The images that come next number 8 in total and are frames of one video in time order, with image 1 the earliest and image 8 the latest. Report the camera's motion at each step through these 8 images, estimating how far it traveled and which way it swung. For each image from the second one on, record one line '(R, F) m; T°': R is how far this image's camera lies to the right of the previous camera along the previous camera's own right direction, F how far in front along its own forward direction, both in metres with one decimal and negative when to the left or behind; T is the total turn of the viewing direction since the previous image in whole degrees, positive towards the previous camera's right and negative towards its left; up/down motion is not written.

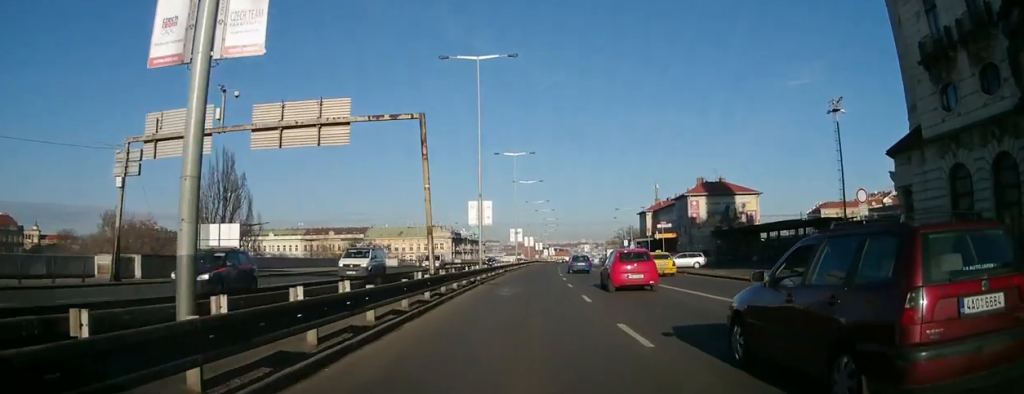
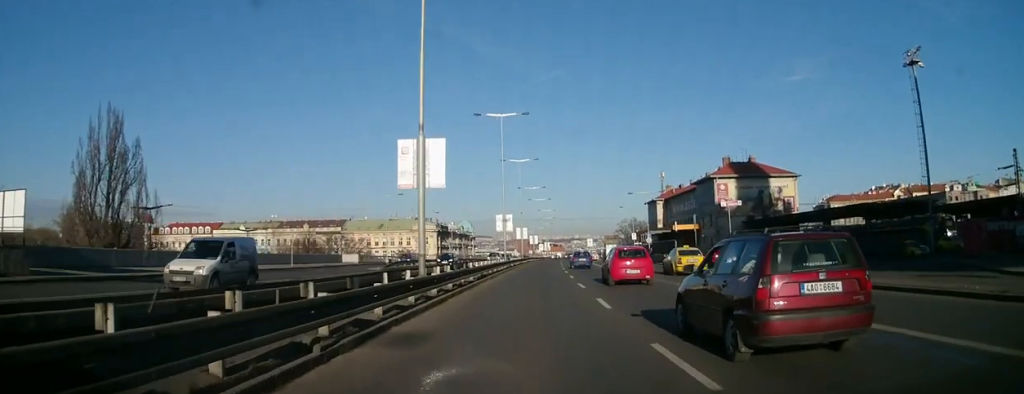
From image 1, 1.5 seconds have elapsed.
(+0.3, +22.4) m; +1°
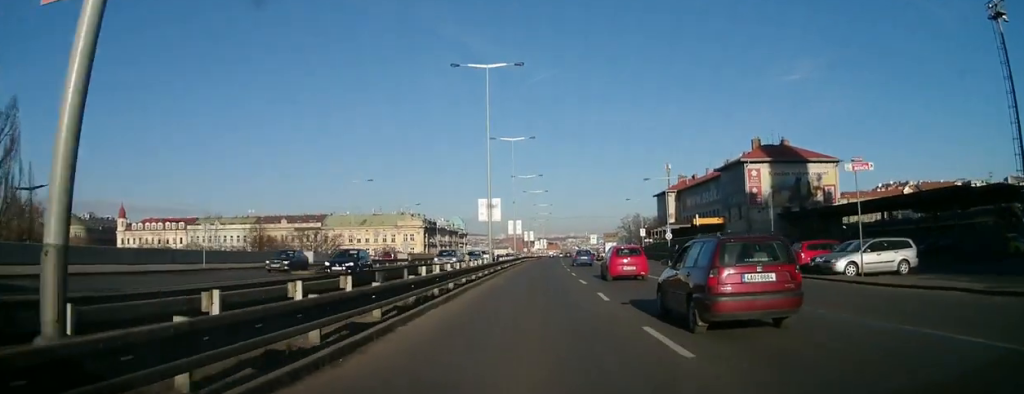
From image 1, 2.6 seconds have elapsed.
(-0.1, +16.9) m; -1°
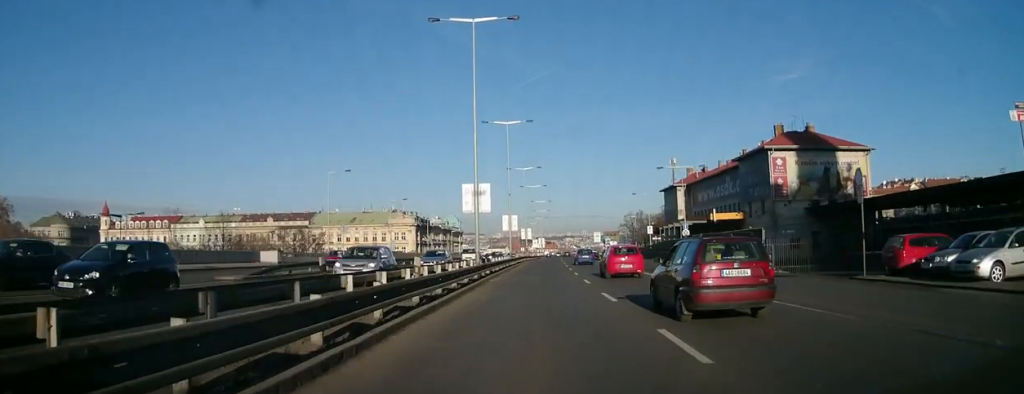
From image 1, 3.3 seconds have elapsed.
(-0.2, +10.2) m; +1°
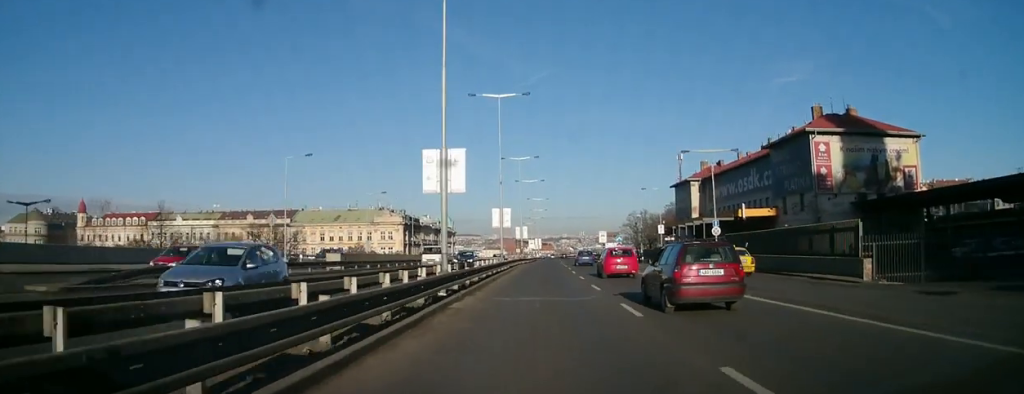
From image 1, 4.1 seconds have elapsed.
(+0.3, +12.6) m; +2°
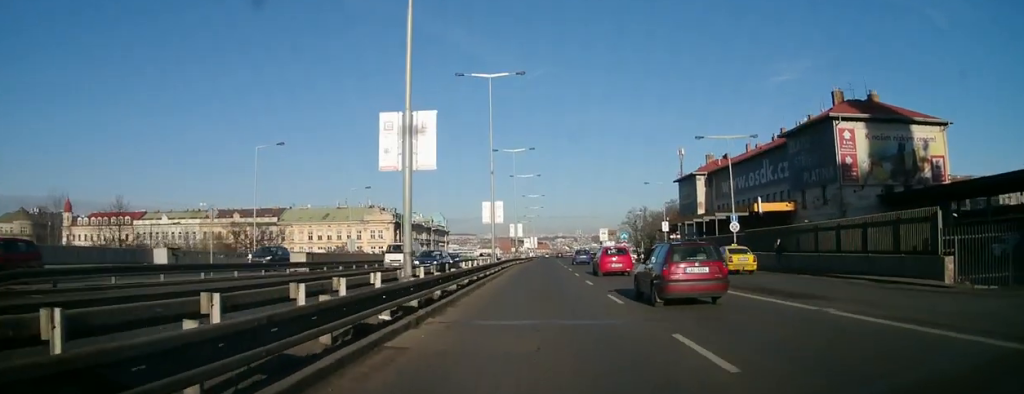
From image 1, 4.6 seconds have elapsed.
(+0.1, +6.6) m; +1°
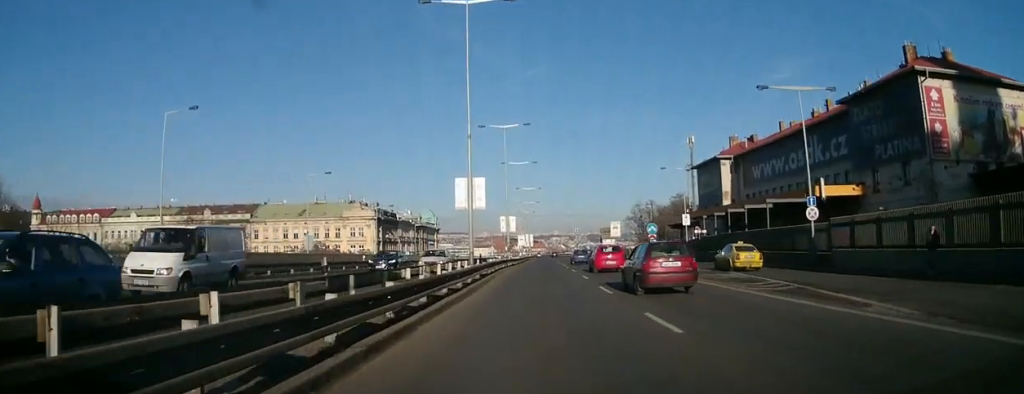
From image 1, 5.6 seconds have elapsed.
(0.0, +15.6) m; -1°
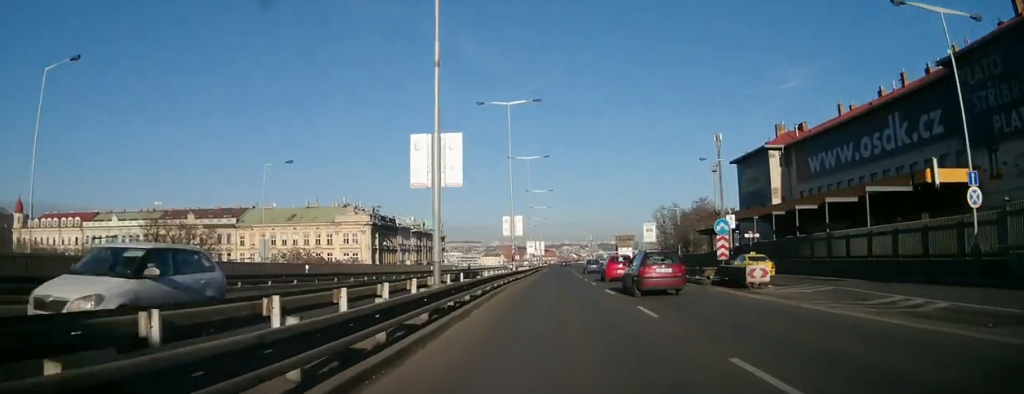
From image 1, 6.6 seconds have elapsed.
(-0.1, +14.6) m; 0°
